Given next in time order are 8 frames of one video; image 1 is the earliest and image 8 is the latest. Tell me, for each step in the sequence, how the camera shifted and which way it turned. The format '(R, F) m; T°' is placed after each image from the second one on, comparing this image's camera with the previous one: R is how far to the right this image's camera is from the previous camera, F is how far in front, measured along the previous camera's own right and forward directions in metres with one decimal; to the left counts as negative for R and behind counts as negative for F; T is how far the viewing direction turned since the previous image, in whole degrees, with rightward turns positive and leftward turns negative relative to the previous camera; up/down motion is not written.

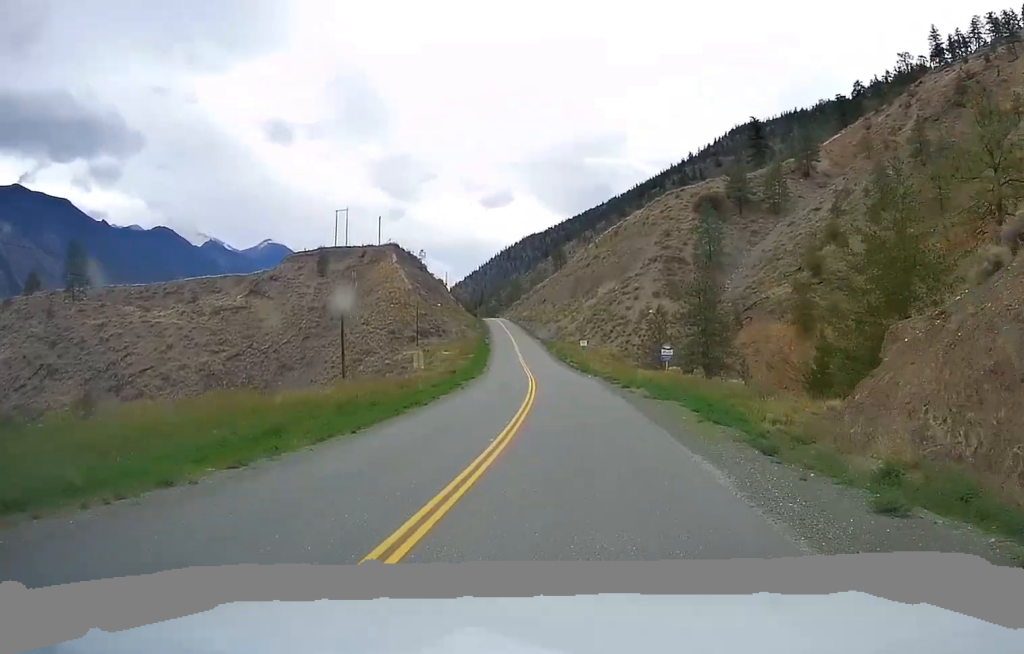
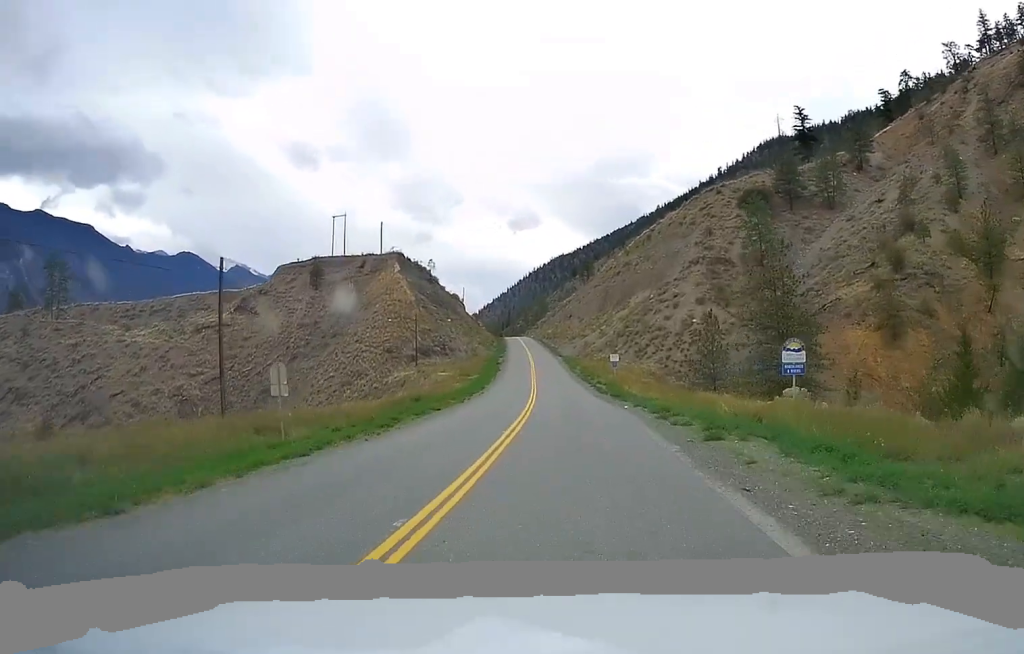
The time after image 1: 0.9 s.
(+0.5, +22.0) m; -2°
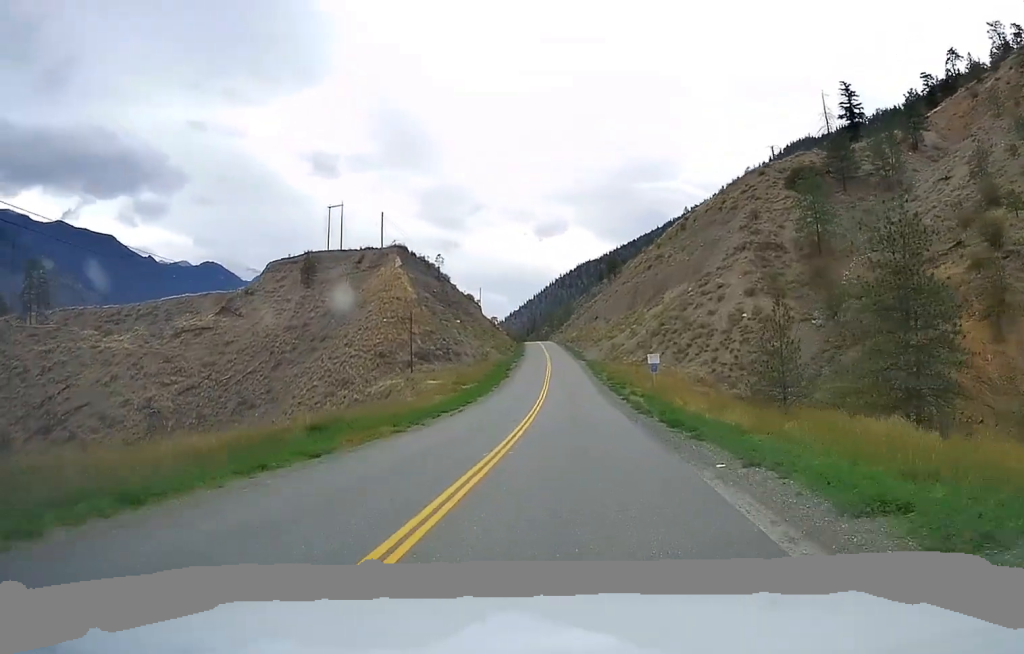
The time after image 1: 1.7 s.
(-1.1, +18.9) m; -3°
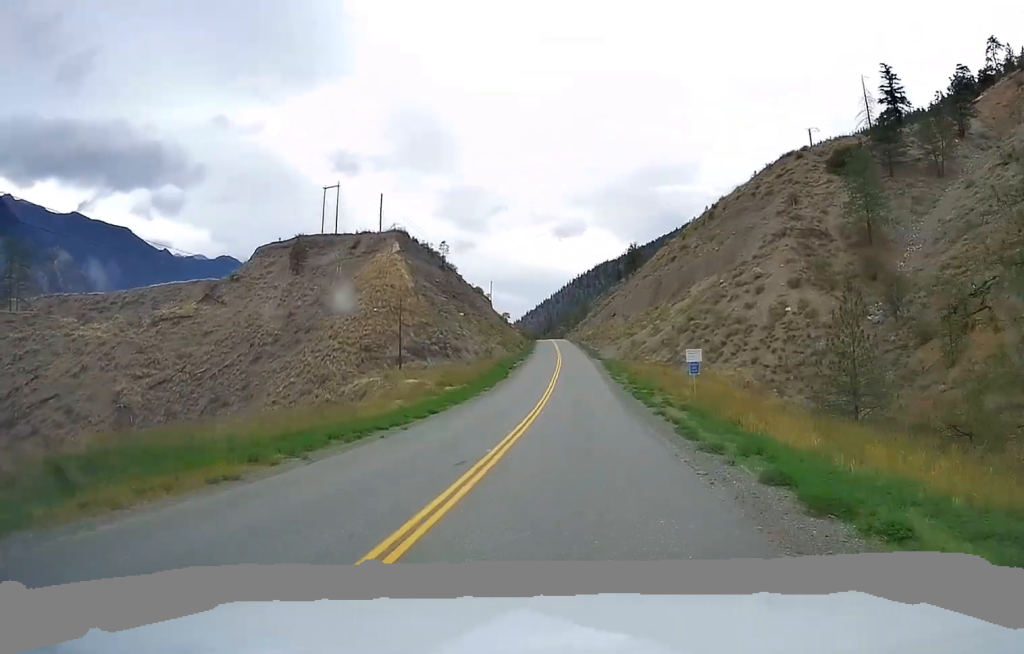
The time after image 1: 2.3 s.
(-0.2, +13.5) m; -2°
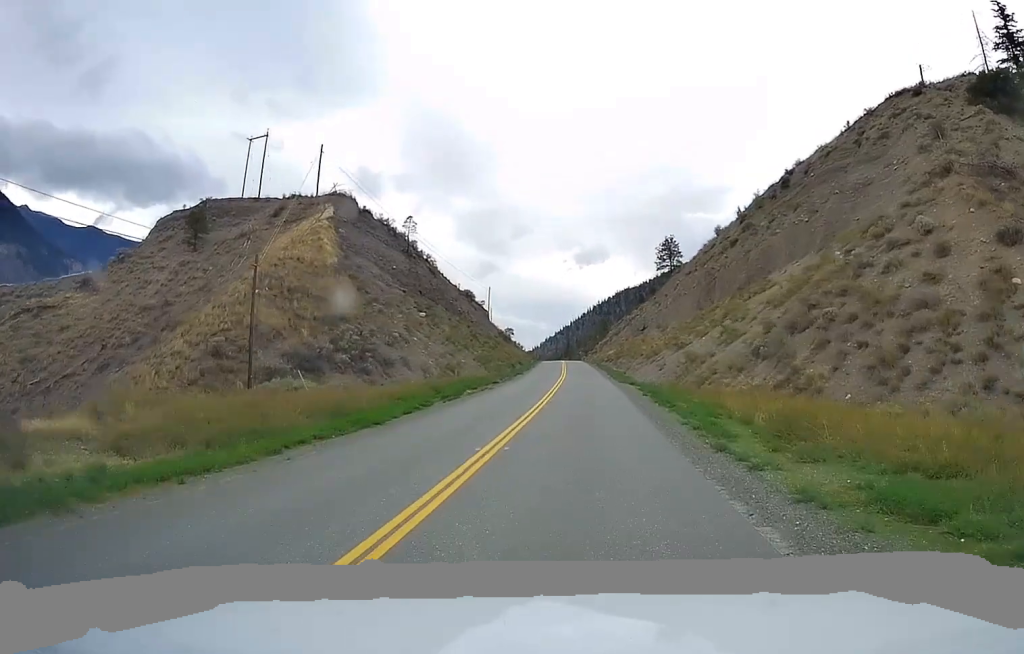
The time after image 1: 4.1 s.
(-1.5, +42.2) m; -4°
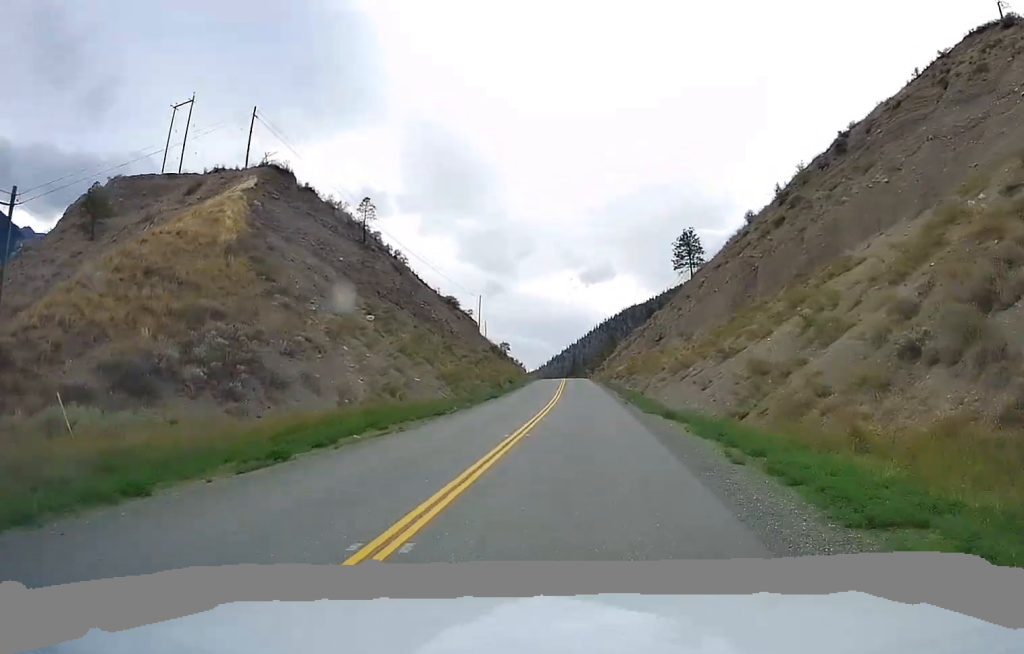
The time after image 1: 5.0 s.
(+0.1, +22.2) m; -1°
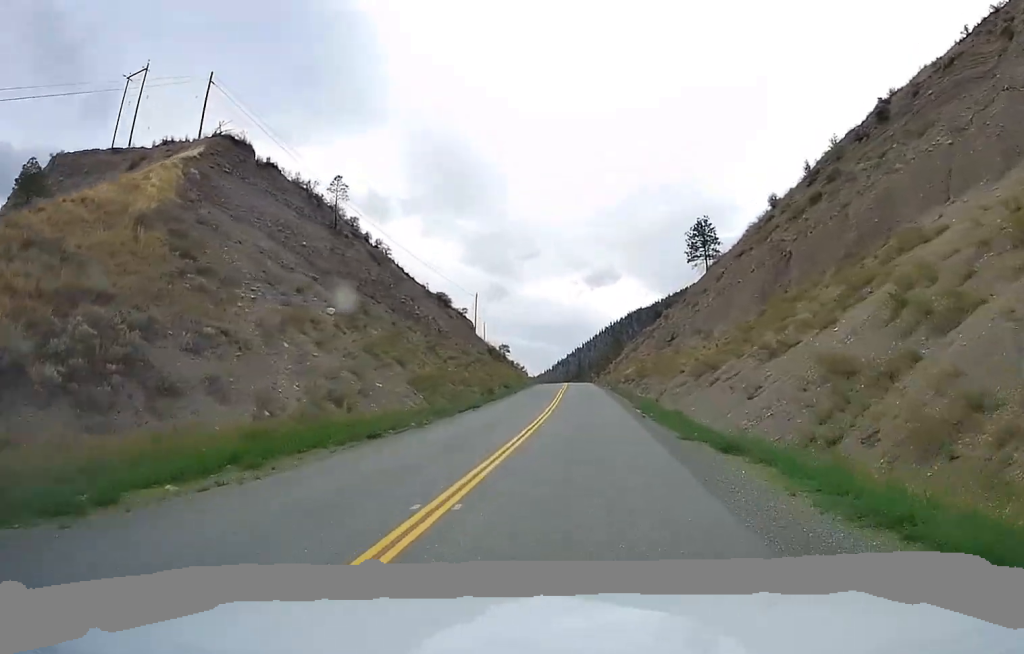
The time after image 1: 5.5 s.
(-0.2, +10.9) m; 0°
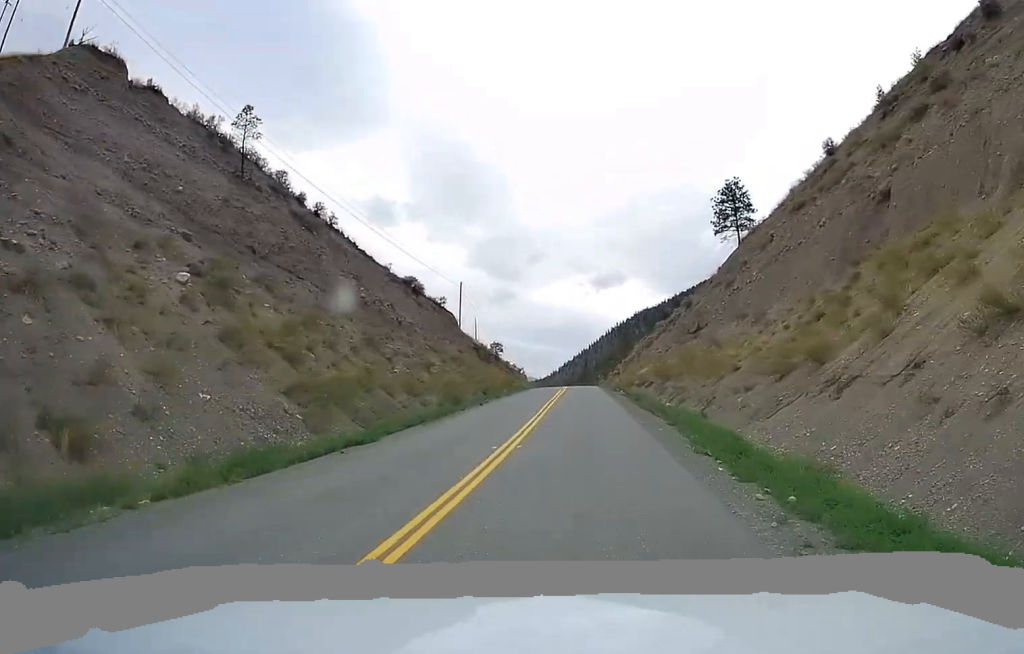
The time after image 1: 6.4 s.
(+0.1, +21.1) m; +1°
